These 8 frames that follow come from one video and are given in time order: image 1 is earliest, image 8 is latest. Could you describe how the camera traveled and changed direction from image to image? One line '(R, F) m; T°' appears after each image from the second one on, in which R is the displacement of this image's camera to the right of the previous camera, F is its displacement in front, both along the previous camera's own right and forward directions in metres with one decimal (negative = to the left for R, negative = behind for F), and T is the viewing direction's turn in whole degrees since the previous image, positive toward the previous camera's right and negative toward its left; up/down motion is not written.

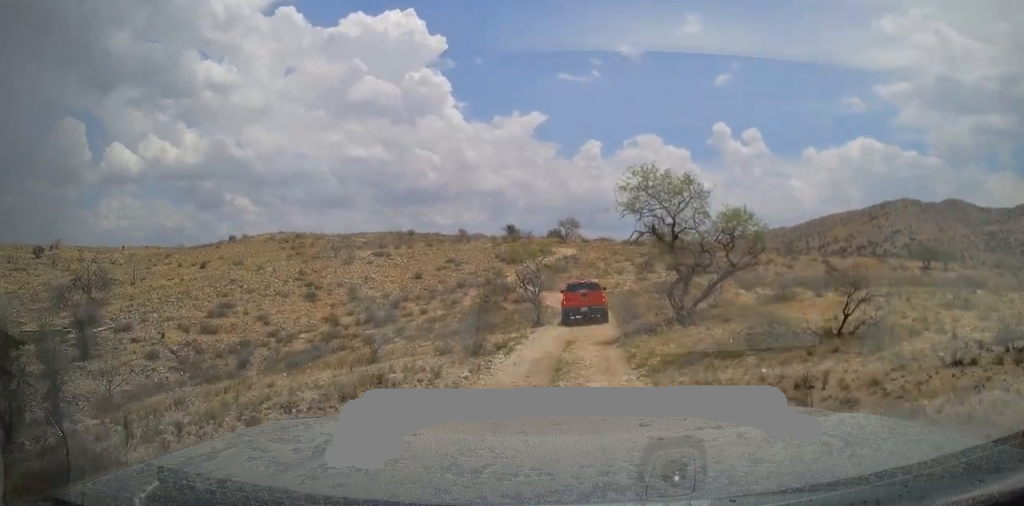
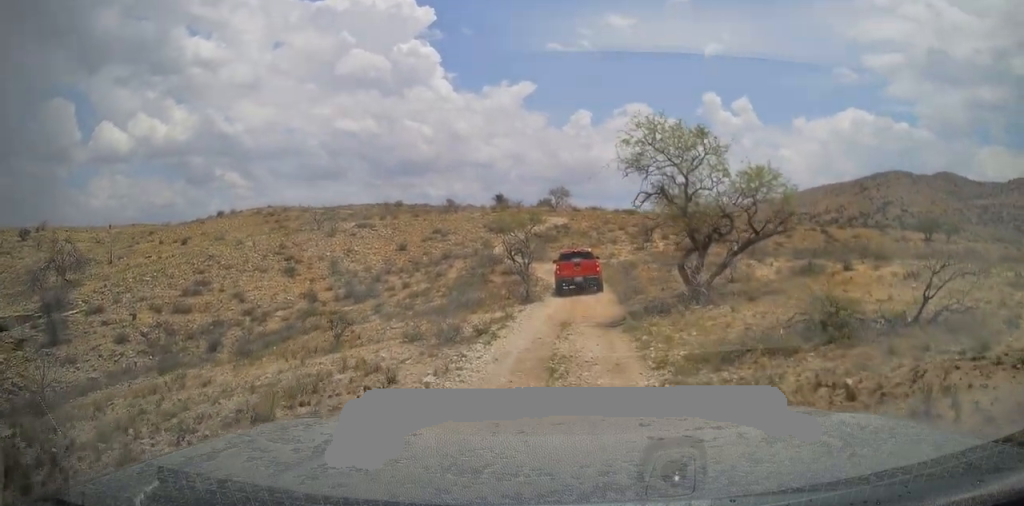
(0.0, +2.8) m; 0°
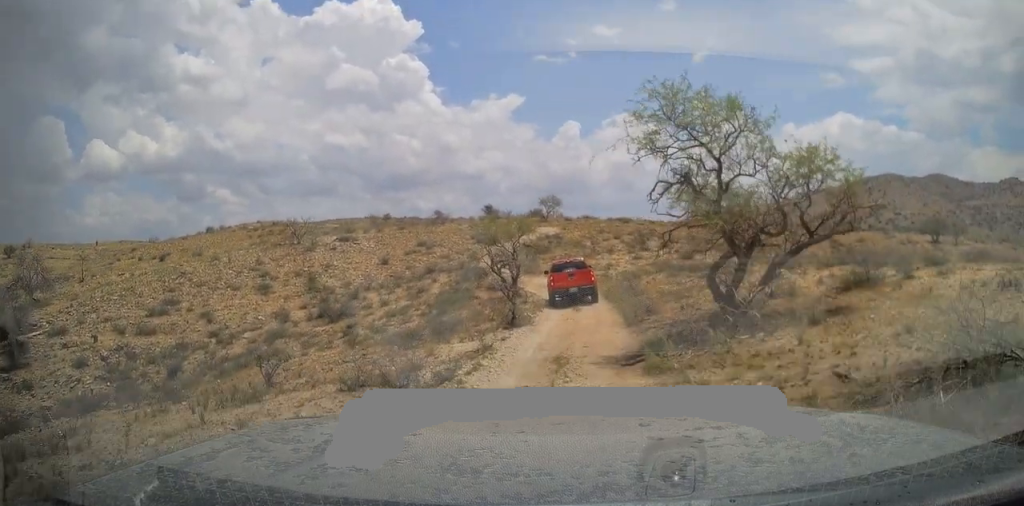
(-0.2, +3.9) m; +2°
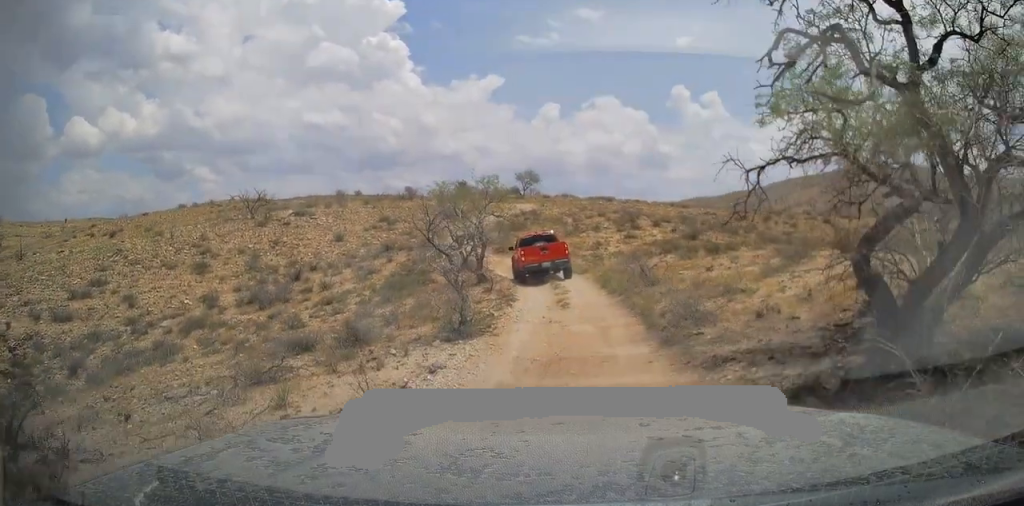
(+0.5, +6.9) m; +4°
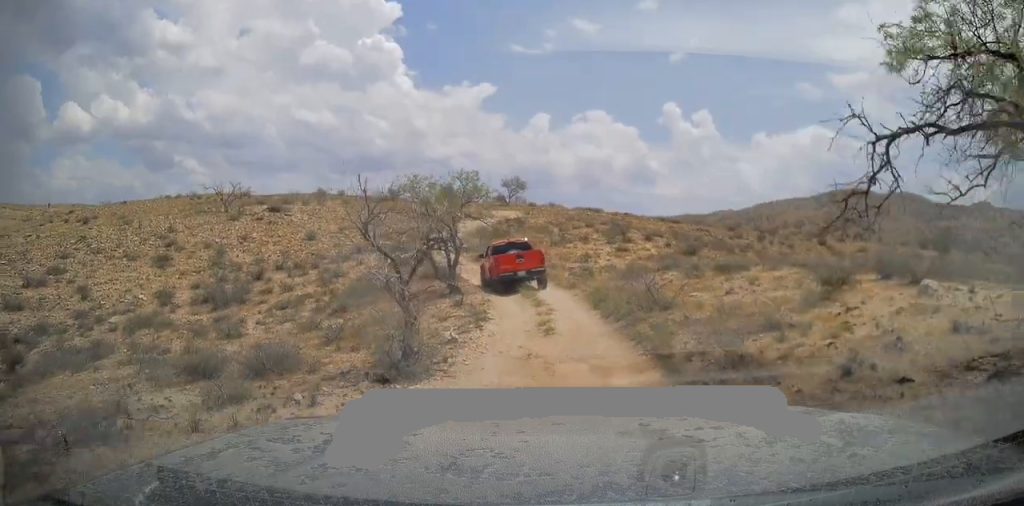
(-0.1, +3.0) m; +1°
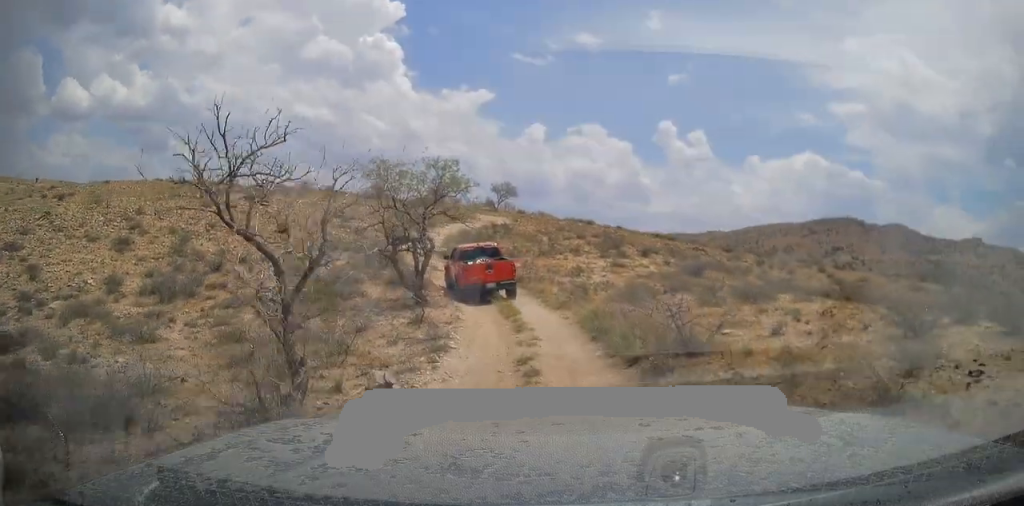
(0.0, +3.5) m; +1°
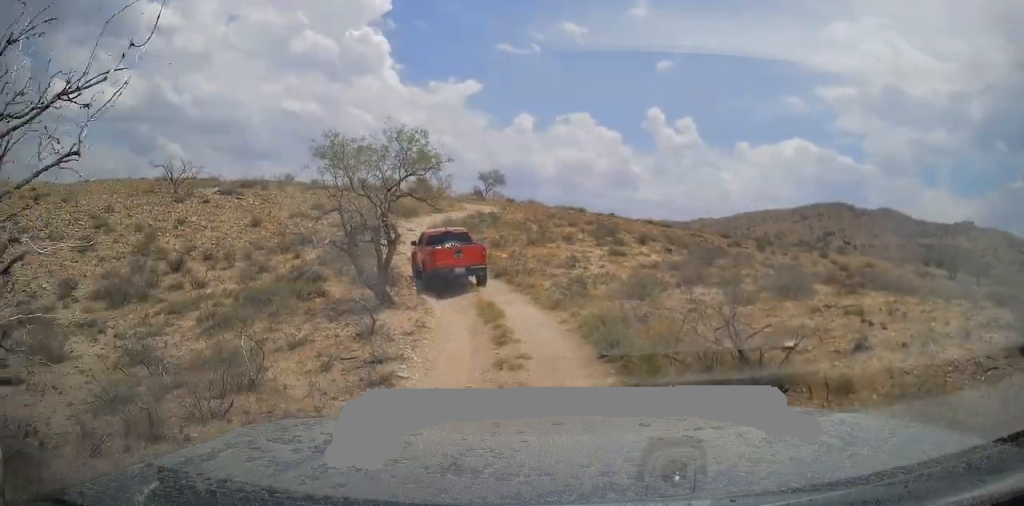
(+0.1, +3.1) m; +1°
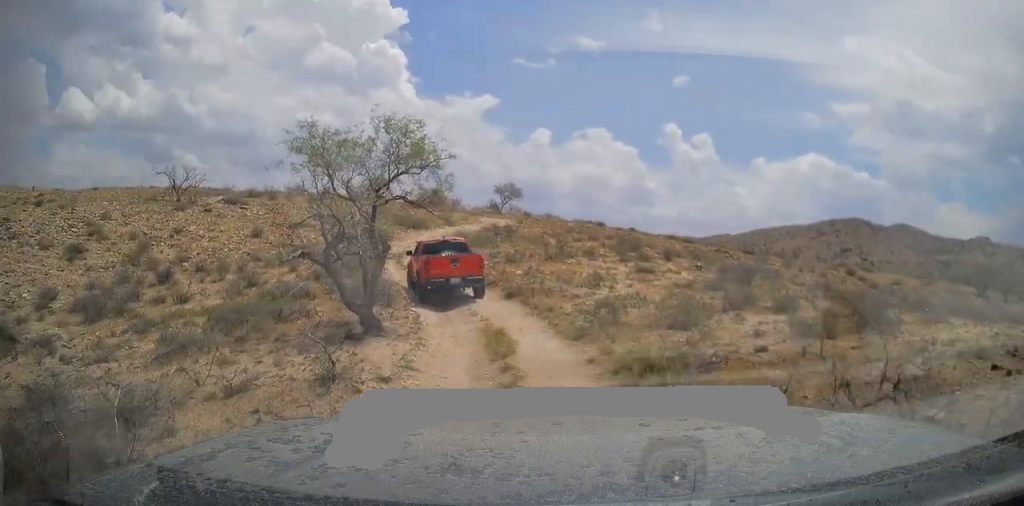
(0.0, +2.8) m; -2°
